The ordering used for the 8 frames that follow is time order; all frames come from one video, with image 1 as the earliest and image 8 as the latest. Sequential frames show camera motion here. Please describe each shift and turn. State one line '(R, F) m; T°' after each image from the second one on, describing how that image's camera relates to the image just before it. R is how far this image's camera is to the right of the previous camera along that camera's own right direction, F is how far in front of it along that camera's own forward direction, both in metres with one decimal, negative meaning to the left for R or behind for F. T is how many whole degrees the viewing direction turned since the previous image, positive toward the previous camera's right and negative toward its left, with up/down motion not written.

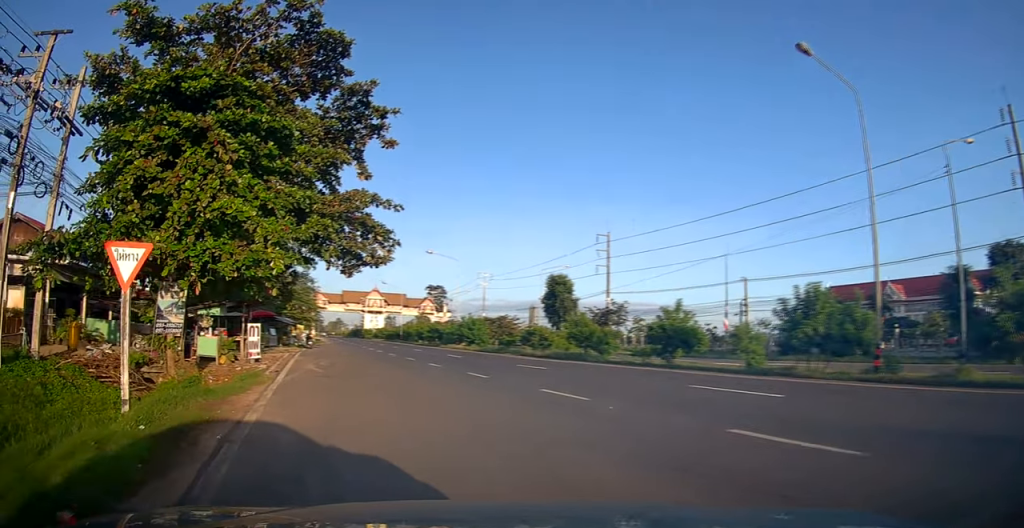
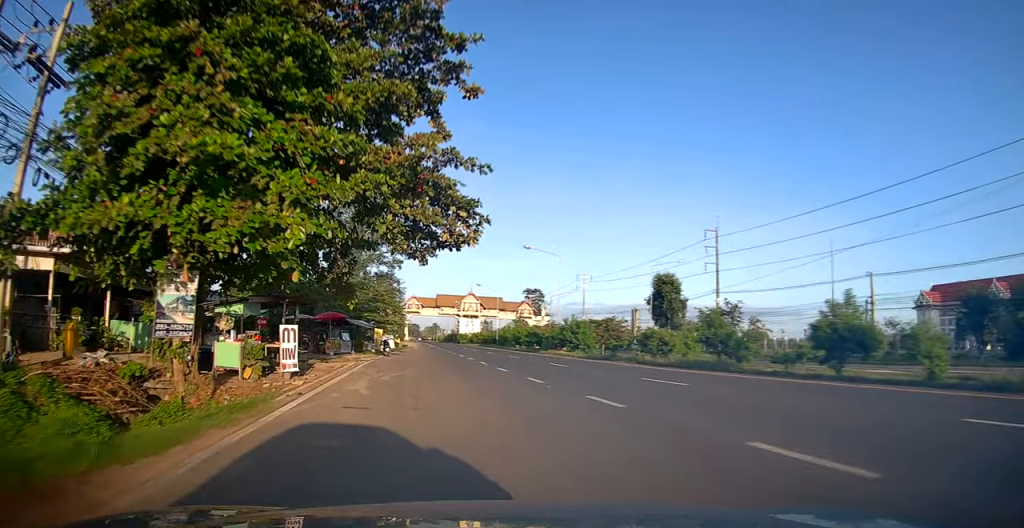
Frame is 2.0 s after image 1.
(-0.3, +7.3) m; -2°
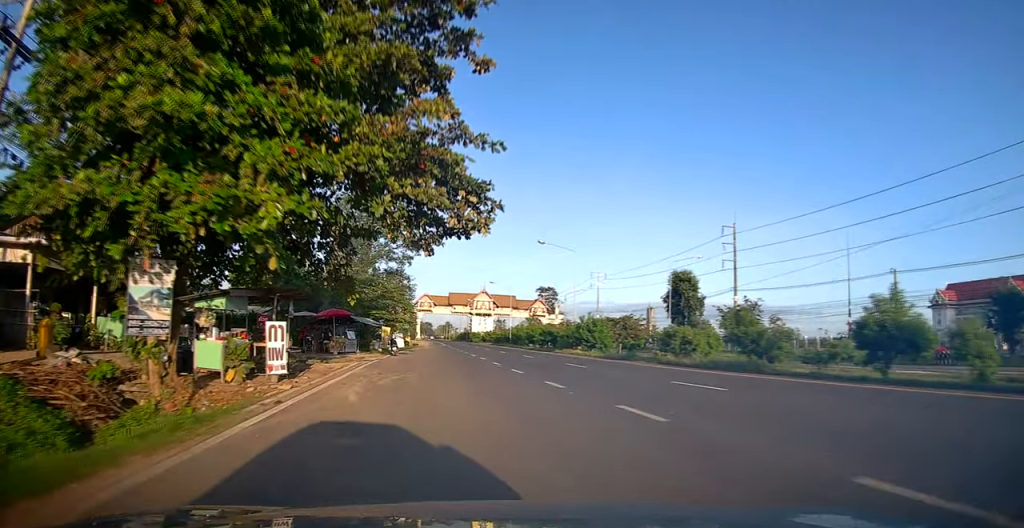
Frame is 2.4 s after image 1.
(0.0, +2.1) m; 0°
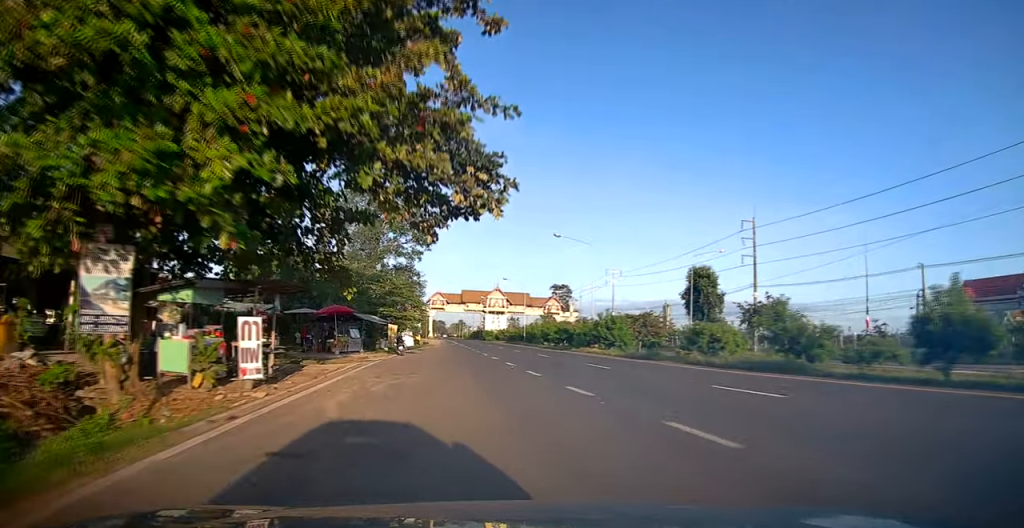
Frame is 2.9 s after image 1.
(0.0, +2.7) m; -1°
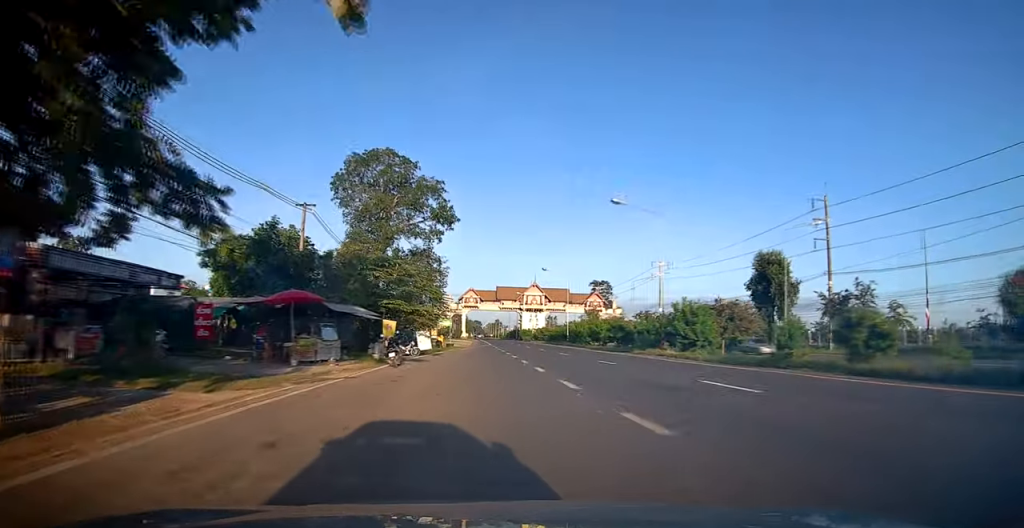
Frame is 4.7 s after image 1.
(-0.5, +11.9) m; -5°
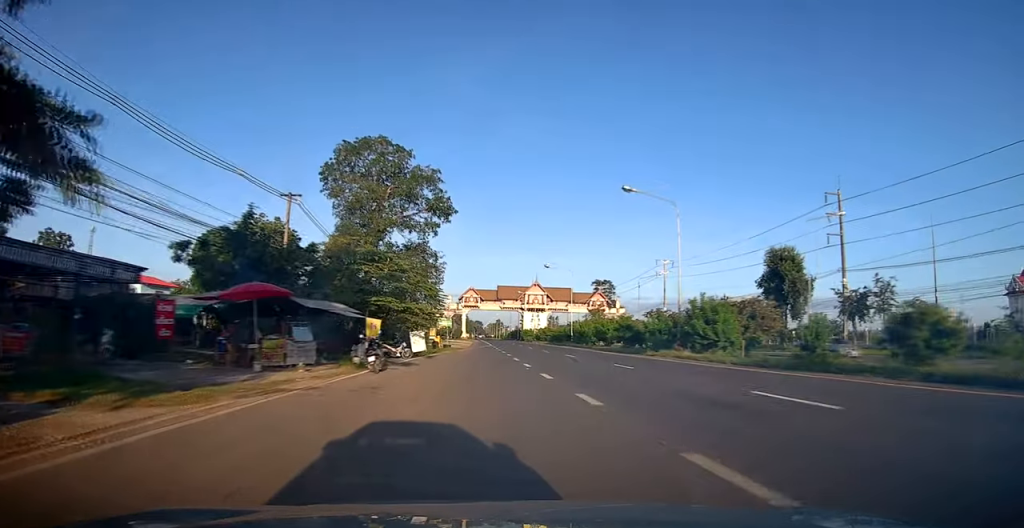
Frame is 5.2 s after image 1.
(-0.1, +3.2) m; -1°
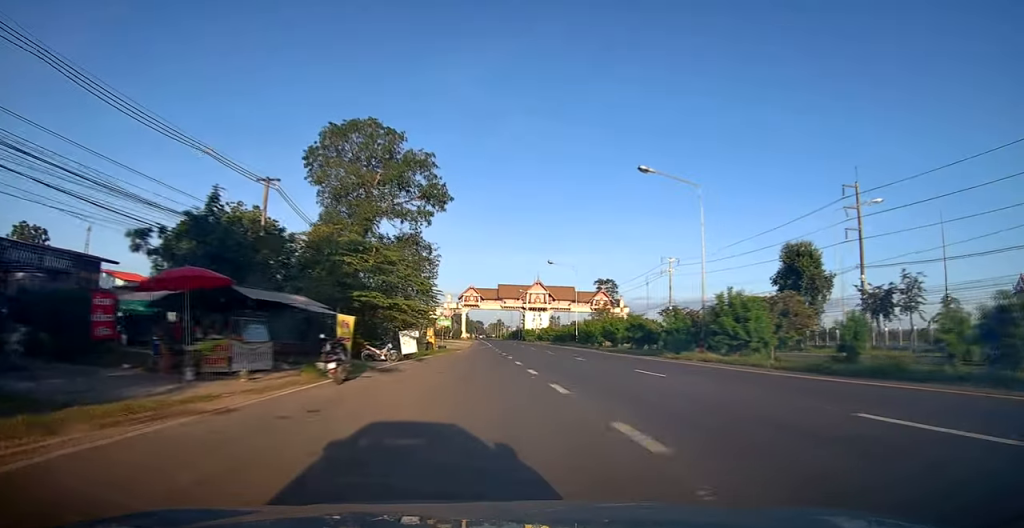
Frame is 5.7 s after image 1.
(0.0, +4.1) m; 0°
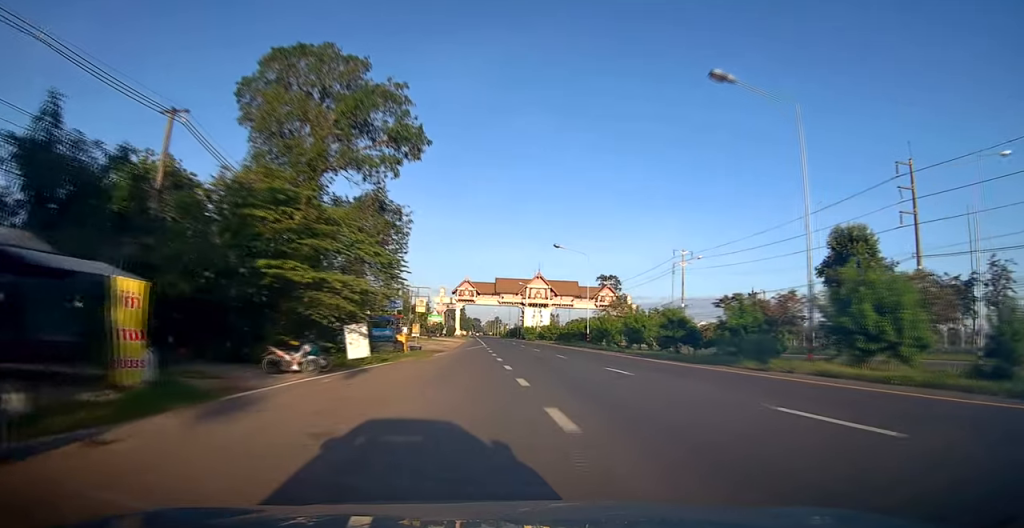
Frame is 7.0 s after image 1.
(-0.1, +11.4) m; 0°
